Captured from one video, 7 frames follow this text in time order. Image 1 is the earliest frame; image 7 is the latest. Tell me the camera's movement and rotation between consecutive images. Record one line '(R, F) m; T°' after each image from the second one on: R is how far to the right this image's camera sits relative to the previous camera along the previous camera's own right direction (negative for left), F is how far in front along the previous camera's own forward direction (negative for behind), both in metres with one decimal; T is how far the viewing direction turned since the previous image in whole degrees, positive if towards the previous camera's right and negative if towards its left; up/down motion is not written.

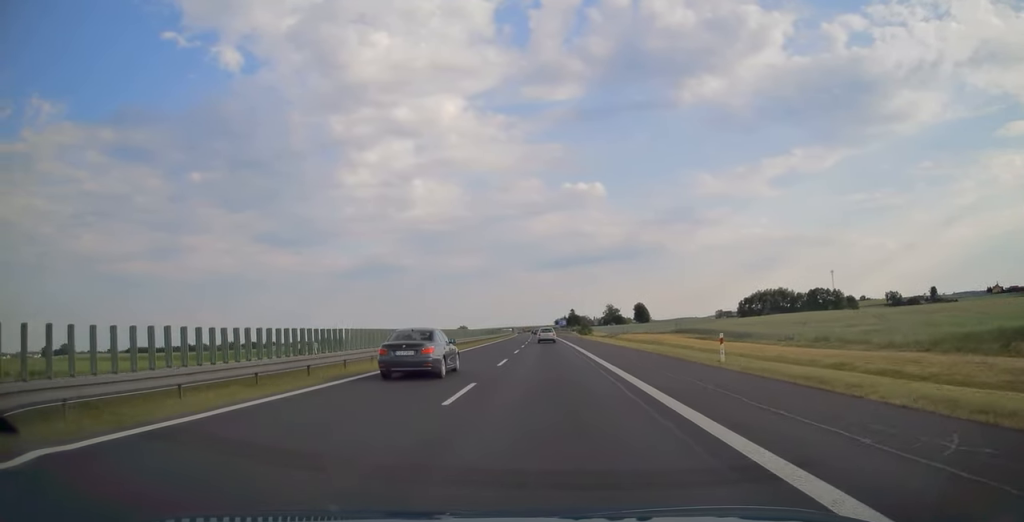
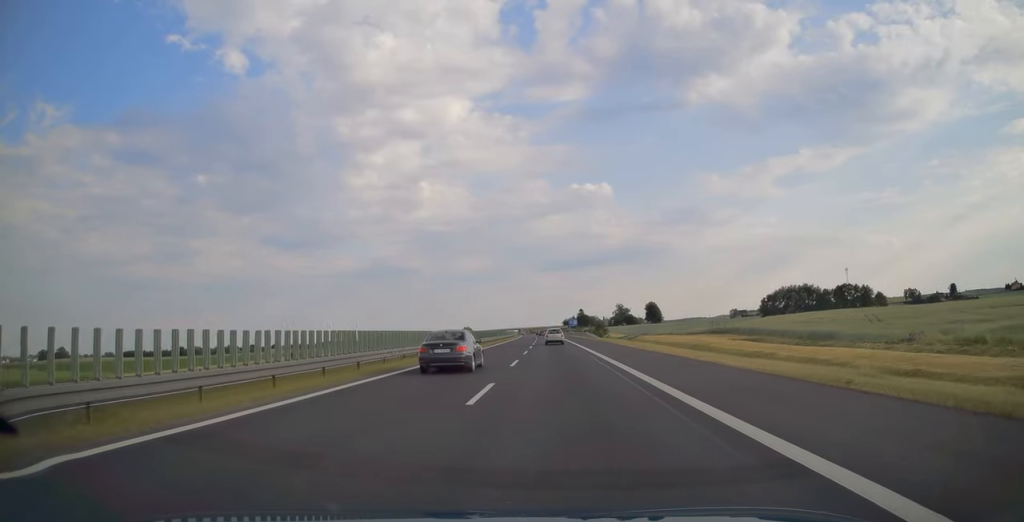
(-0.1, +23.6) m; -1°
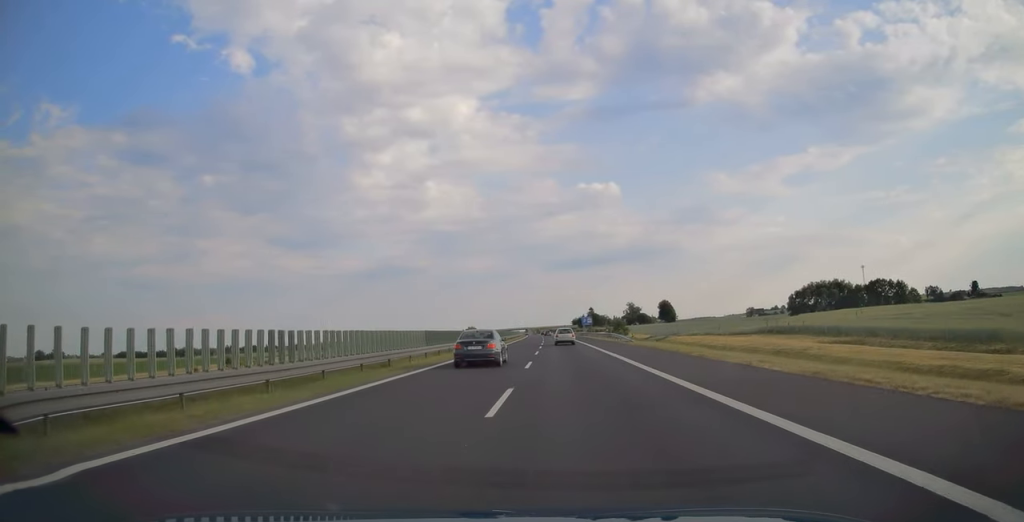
(-0.1, +25.4) m; -1°
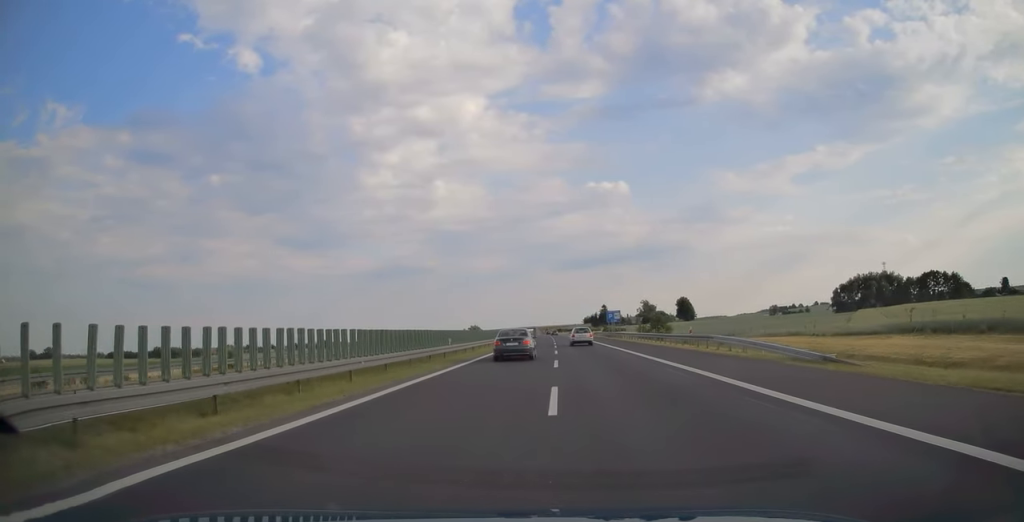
(-0.3, +35.8) m; -1°
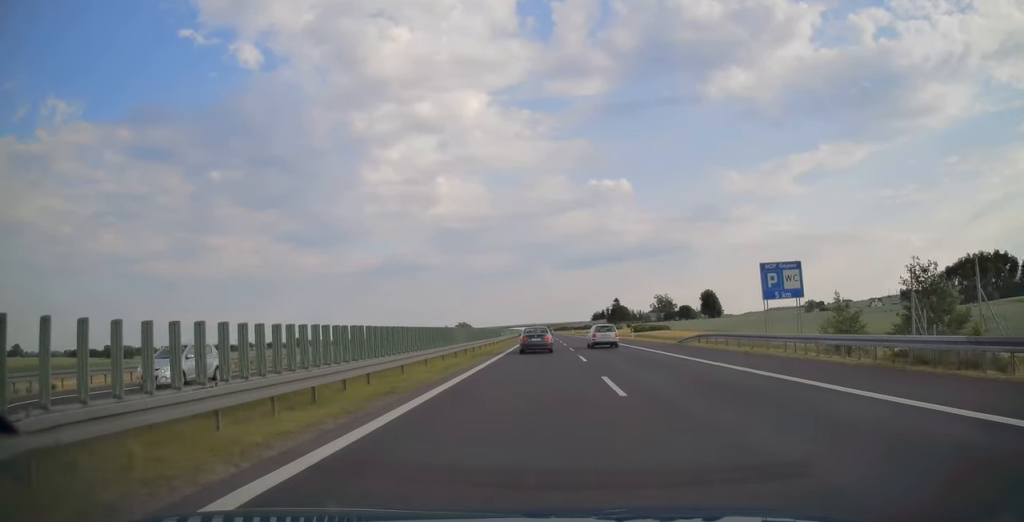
(-0.8, +68.8) m; -1°
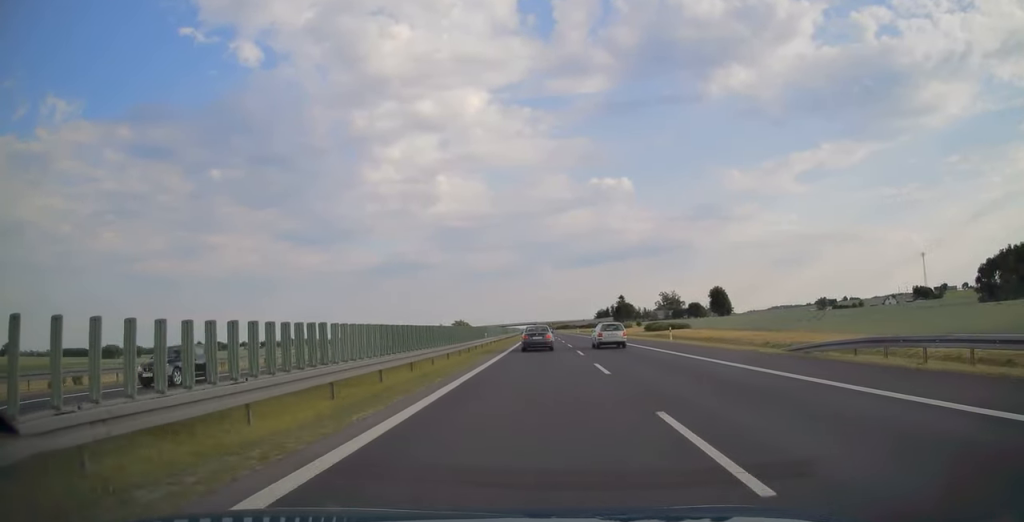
(0.0, +19.3) m; 0°
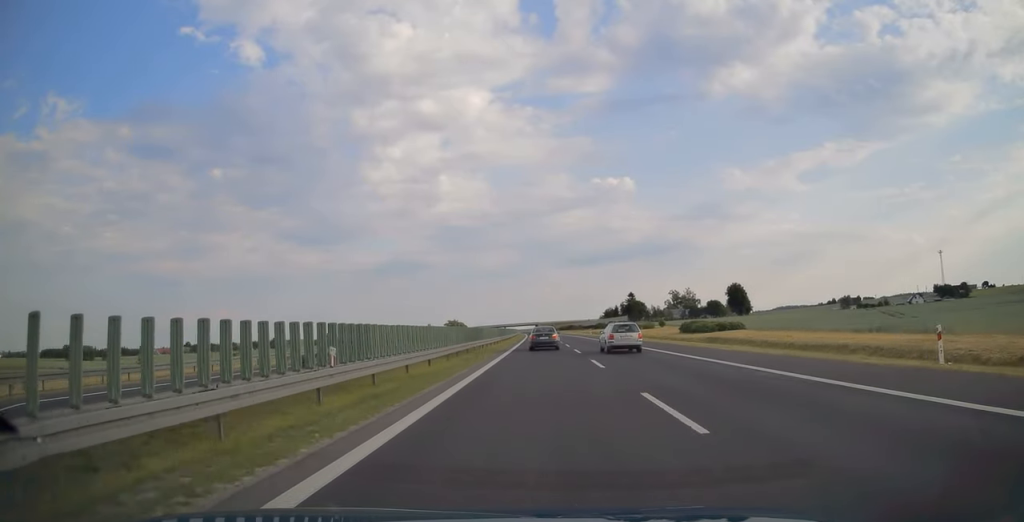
(-0.1, +33.4) m; 0°
